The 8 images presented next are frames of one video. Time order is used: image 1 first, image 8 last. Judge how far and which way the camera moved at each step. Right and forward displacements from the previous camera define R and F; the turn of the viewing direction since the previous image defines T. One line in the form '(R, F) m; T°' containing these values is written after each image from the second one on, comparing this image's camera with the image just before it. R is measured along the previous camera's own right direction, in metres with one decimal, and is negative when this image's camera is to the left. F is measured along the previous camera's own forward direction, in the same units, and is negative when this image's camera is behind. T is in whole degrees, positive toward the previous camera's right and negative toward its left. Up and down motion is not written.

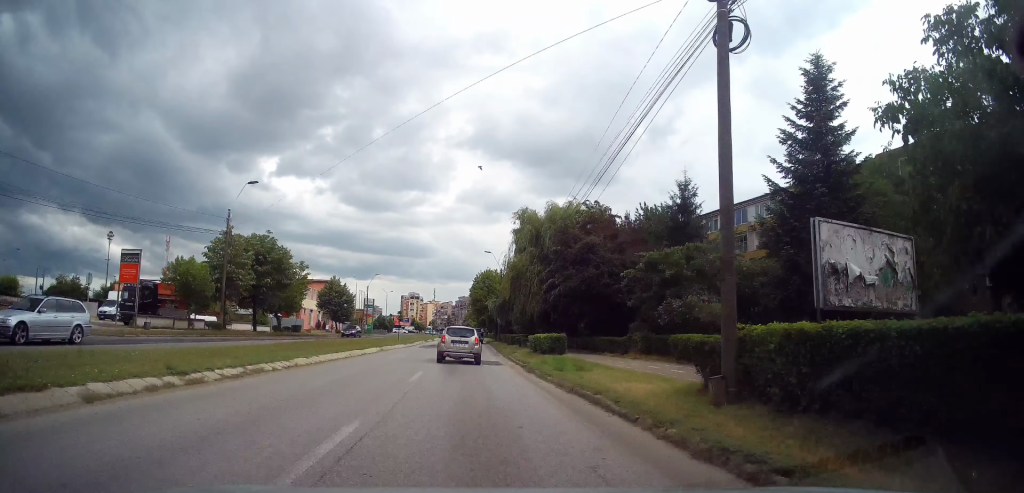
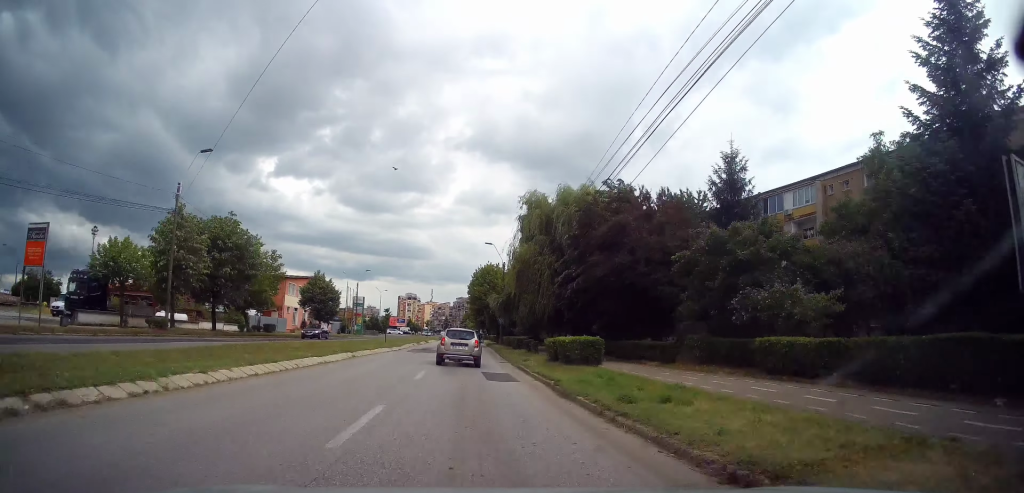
(+0.2, +7.4) m; 0°
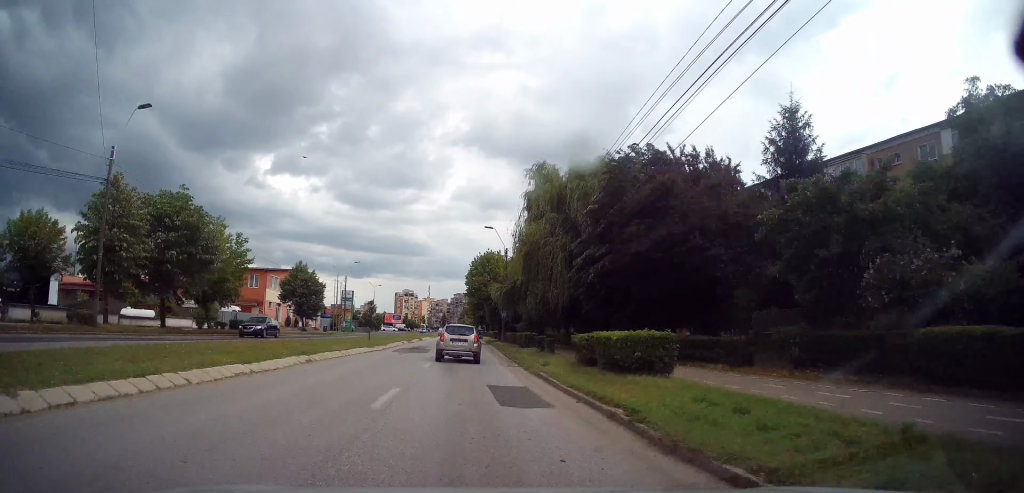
(-0.1, +7.2) m; 0°
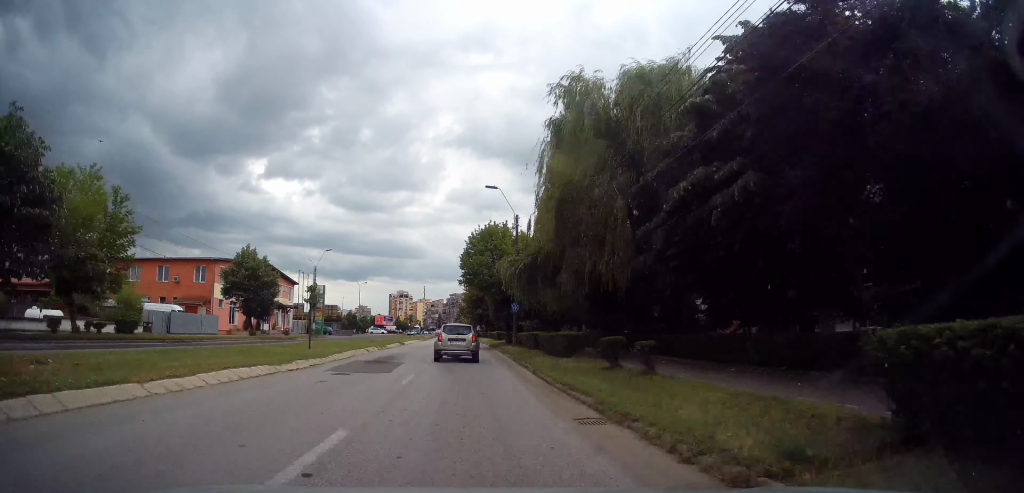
(+0.1, +14.2) m; 0°
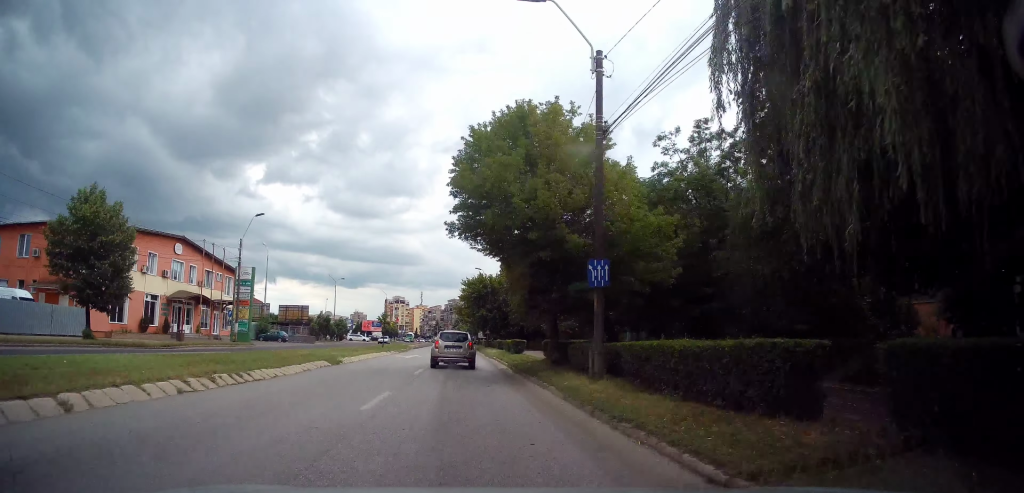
(-0.2, +21.6) m; -1°
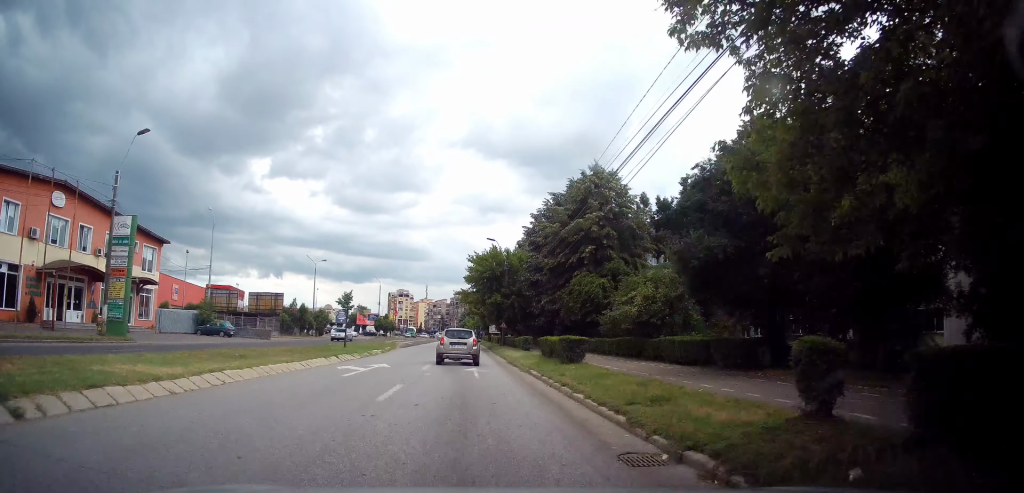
(+0.3, +17.4) m; +1°
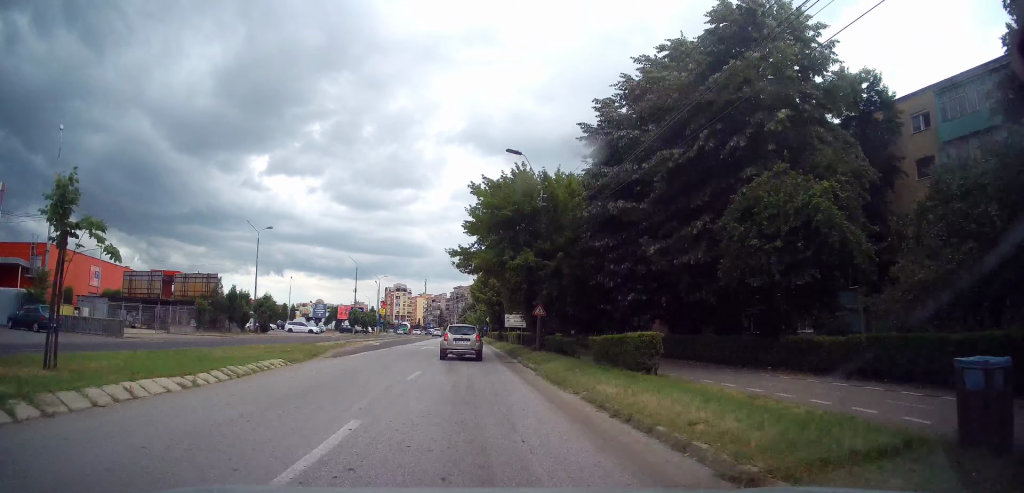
(-0.4, +23.5) m; 0°
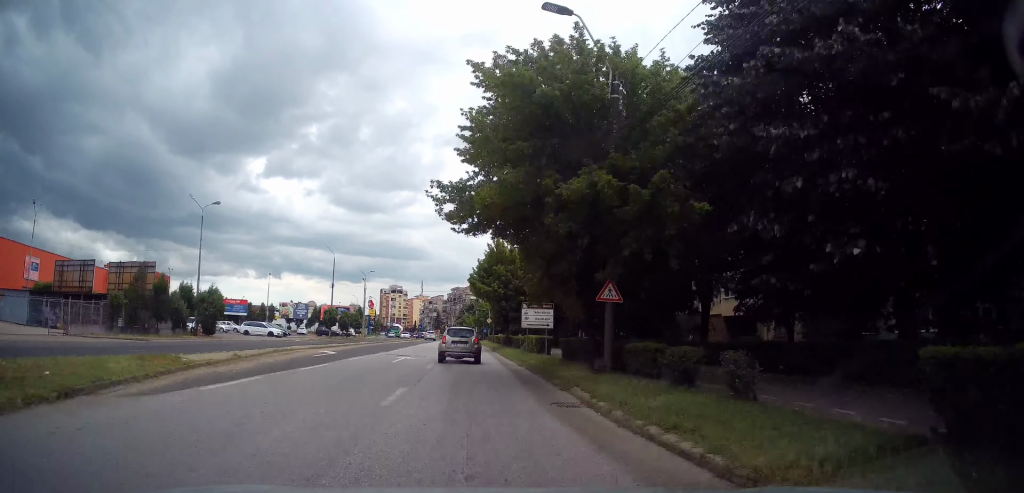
(+0.2, +12.7) m; +1°
